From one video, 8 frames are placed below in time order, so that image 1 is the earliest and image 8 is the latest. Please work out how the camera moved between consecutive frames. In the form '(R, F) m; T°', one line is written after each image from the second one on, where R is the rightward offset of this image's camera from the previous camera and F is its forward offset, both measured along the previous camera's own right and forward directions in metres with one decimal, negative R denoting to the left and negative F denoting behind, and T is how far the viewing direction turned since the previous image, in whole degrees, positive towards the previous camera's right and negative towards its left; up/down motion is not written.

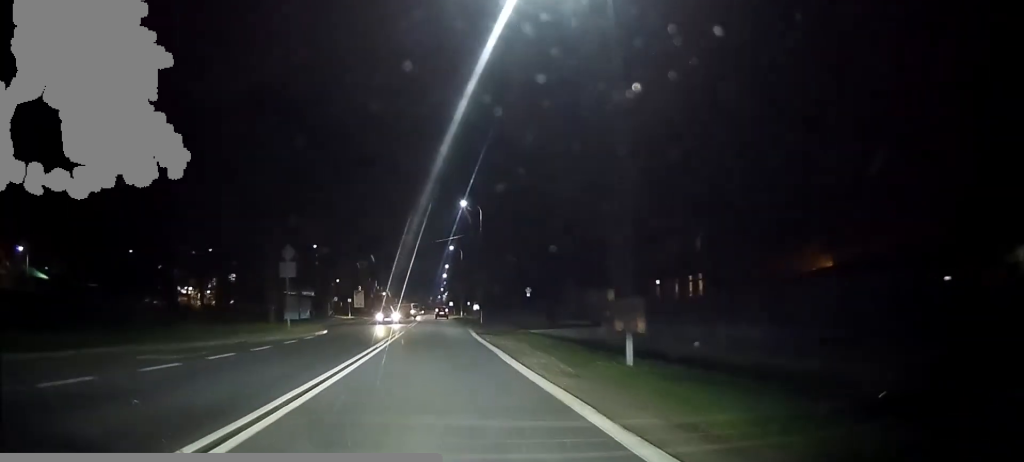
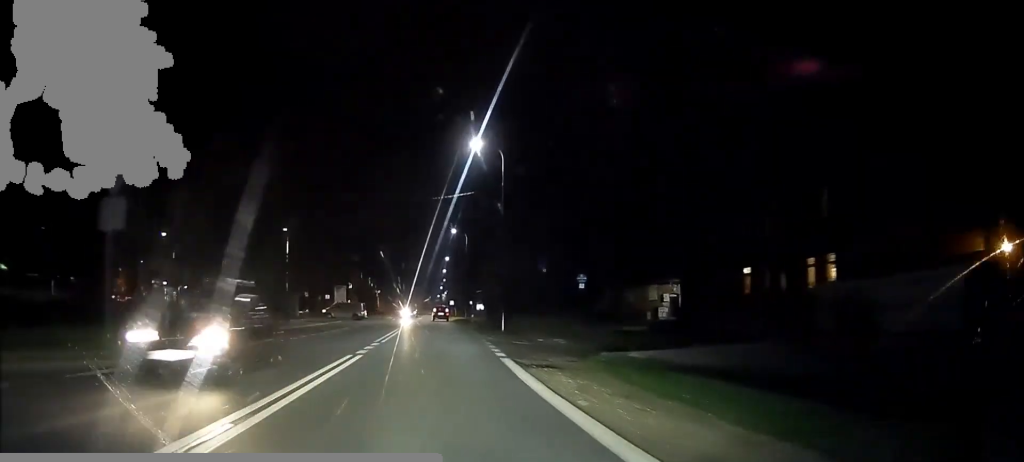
(-0.2, +18.1) m; -1°
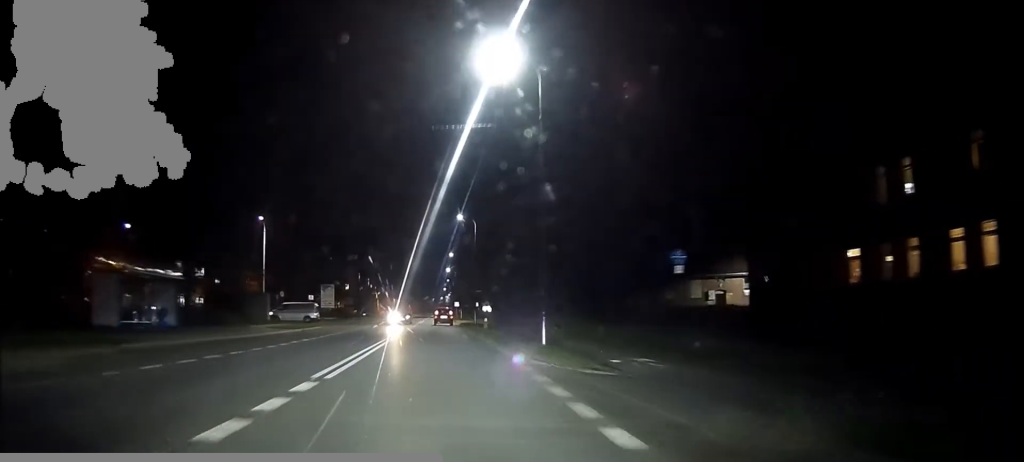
(-0.1, +11.5) m; 0°
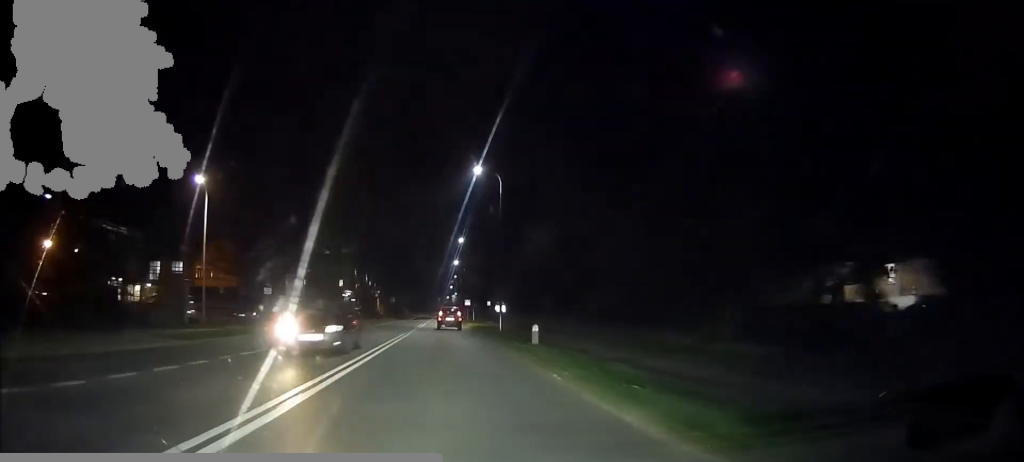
(0.0, +17.5) m; 0°
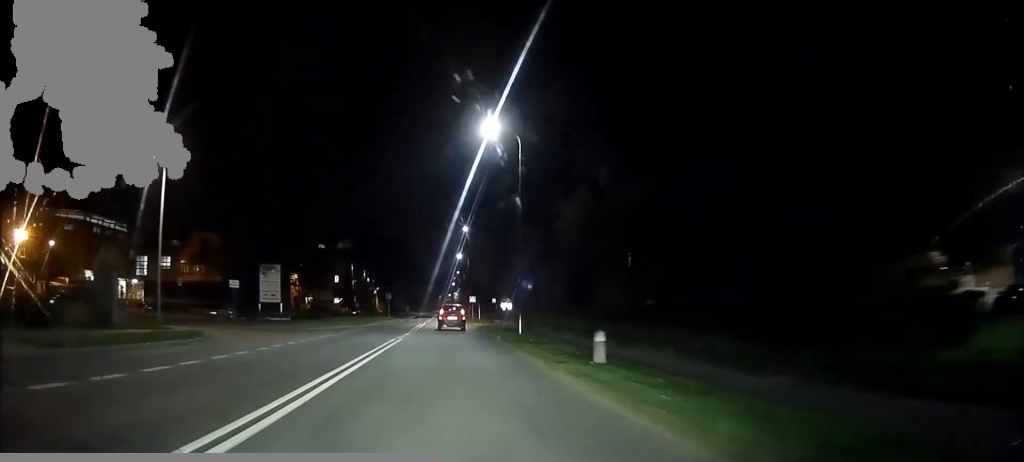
(0.0, +7.5) m; 0°
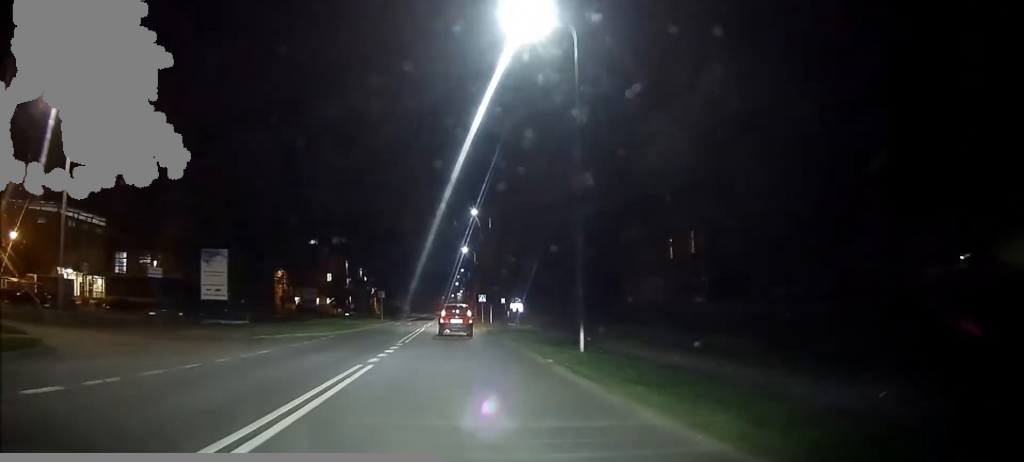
(0.0, +10.4) m; 0°
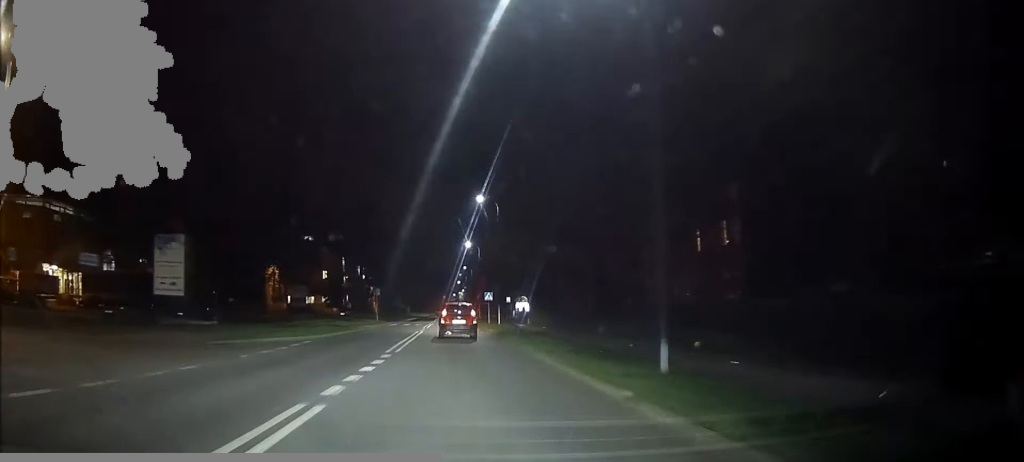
(+0.1, +5.1) m; +1°
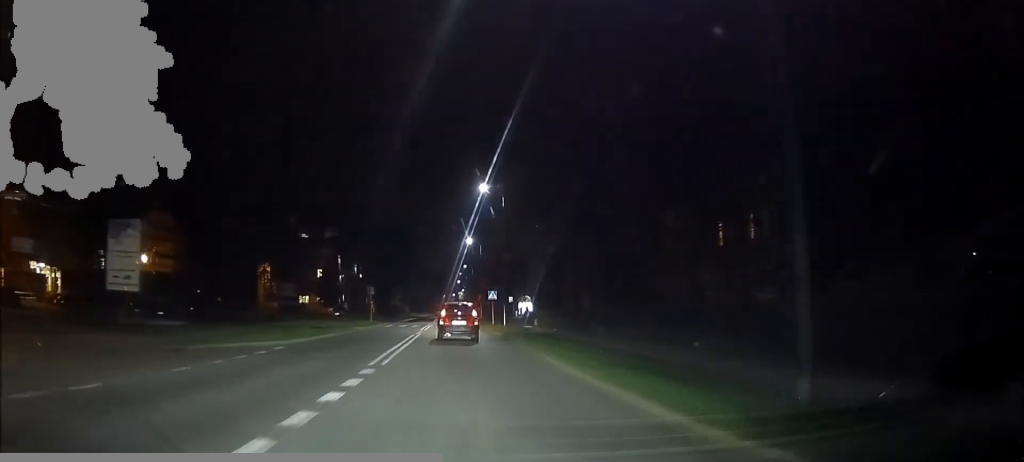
(0.0, +3.8) m; 0°
